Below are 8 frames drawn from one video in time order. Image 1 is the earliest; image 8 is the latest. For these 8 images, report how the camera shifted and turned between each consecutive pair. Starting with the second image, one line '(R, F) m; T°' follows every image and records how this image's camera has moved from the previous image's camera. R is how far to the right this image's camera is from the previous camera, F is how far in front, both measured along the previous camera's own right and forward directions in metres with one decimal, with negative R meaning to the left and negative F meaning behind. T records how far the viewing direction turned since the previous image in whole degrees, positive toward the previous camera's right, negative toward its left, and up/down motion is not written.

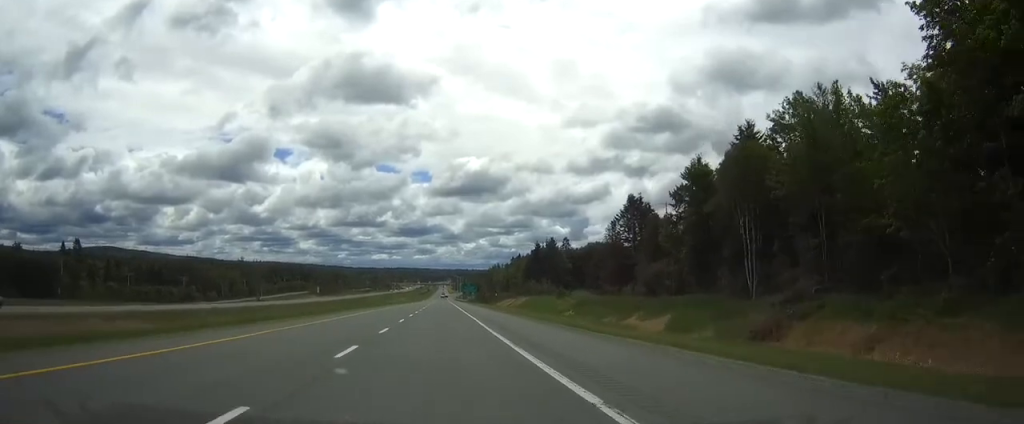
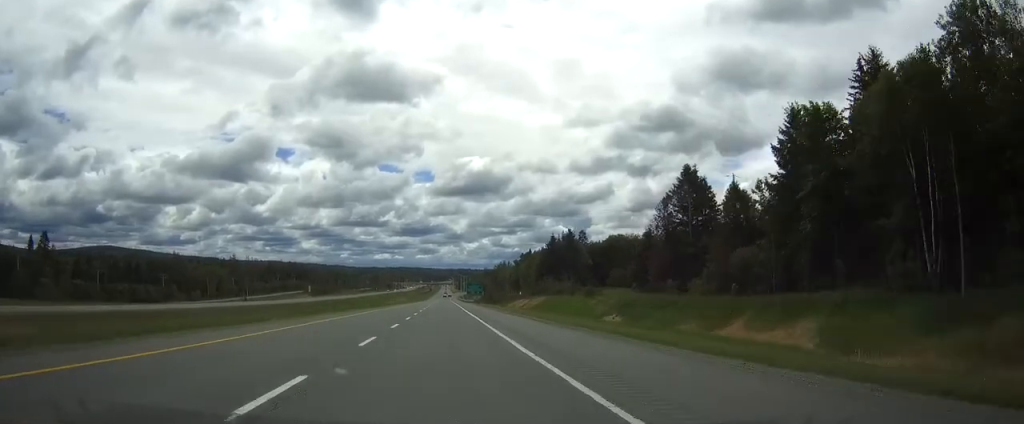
(0.0, +24.3) m; 0°
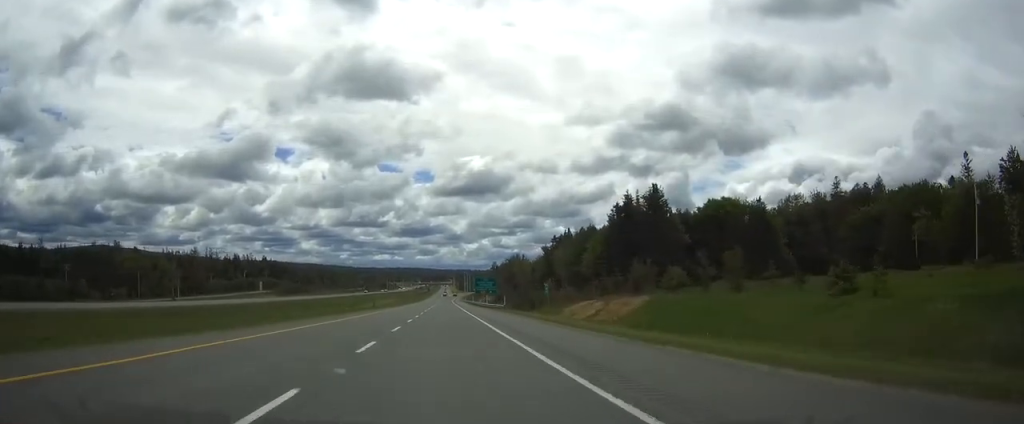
(0.0, +72.9) m; 0°
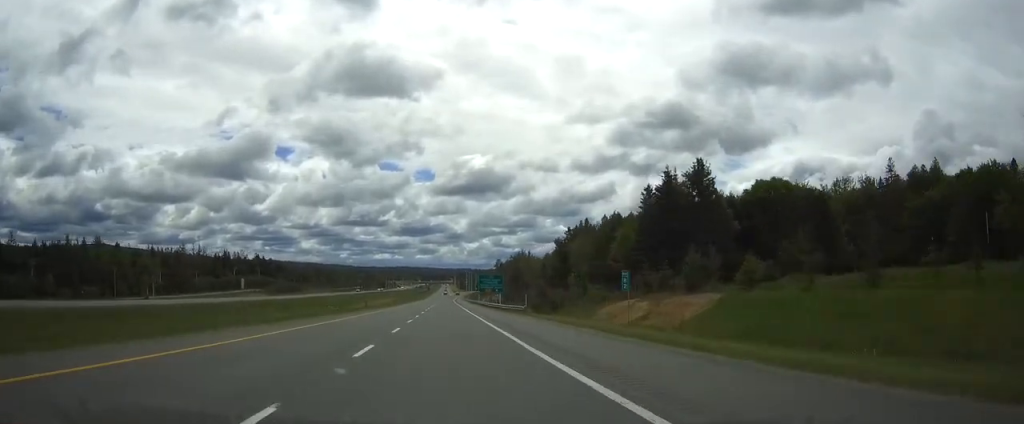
(0.0, +19.3) m; 0°
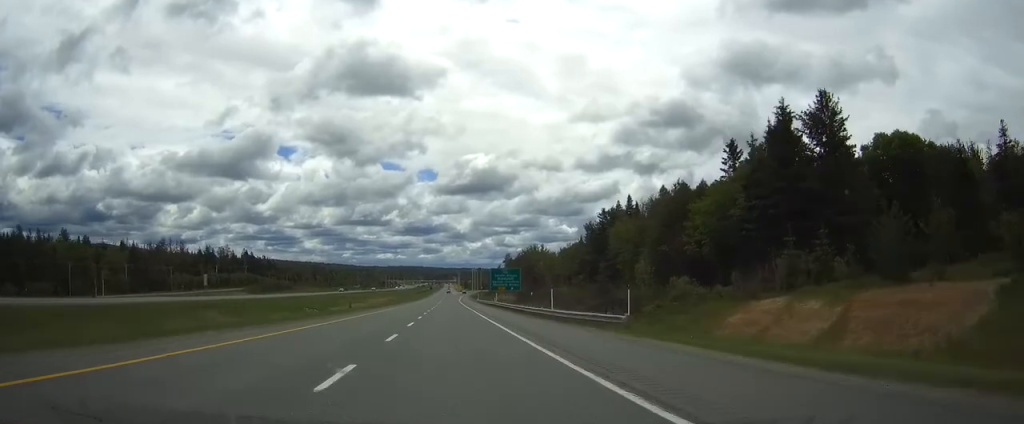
(0.0, +31.4) m; 0°
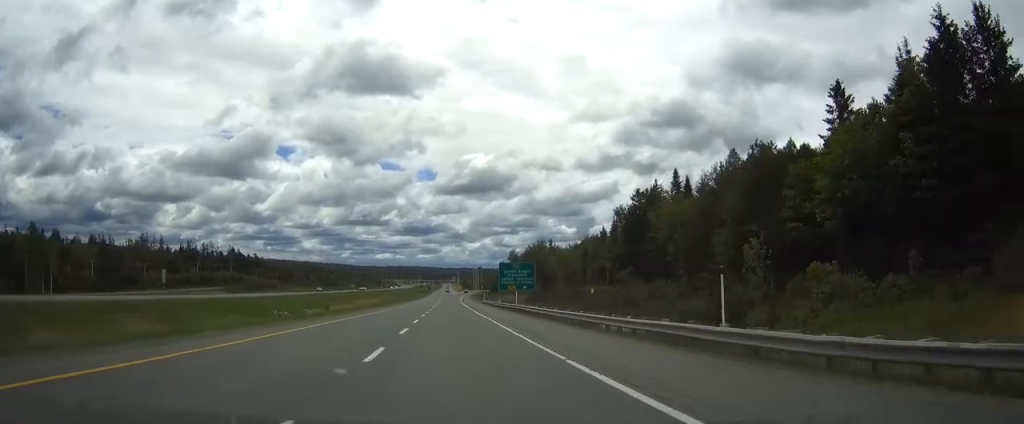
(0.0, +23.4) m; 0°
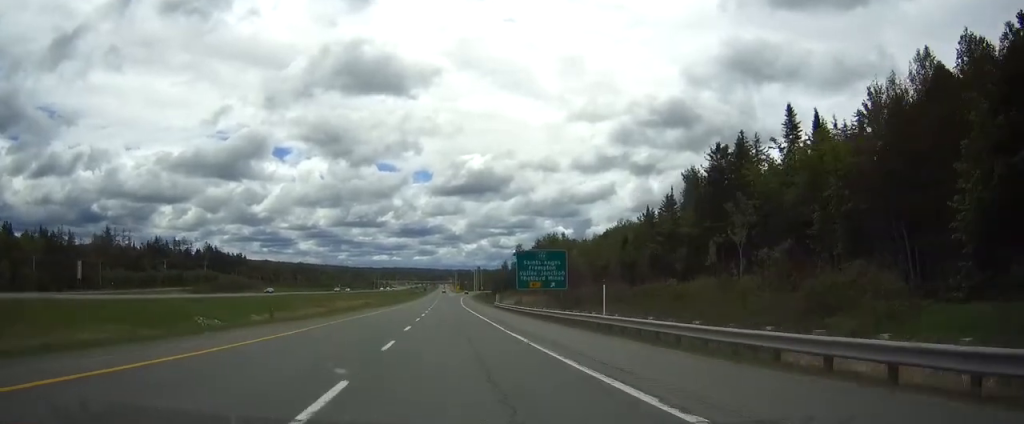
(0.0, +32.5) m; 0°
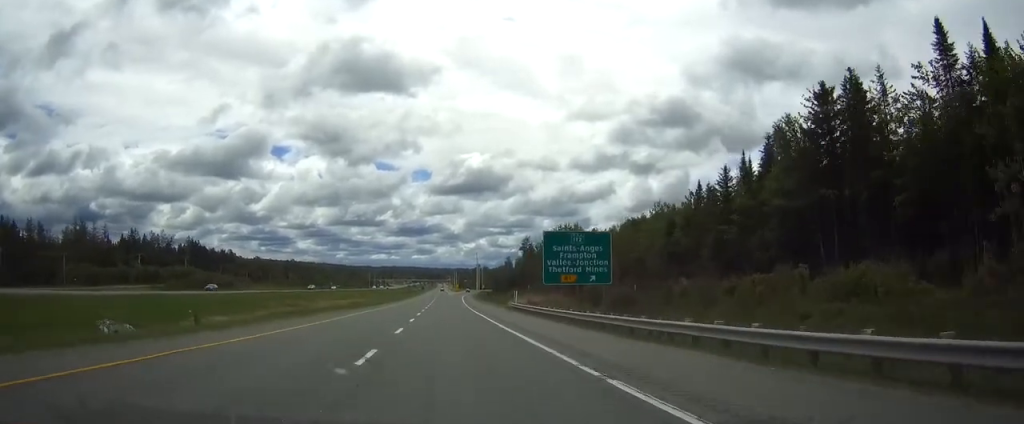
(0.0, +22.4) m; 0°
